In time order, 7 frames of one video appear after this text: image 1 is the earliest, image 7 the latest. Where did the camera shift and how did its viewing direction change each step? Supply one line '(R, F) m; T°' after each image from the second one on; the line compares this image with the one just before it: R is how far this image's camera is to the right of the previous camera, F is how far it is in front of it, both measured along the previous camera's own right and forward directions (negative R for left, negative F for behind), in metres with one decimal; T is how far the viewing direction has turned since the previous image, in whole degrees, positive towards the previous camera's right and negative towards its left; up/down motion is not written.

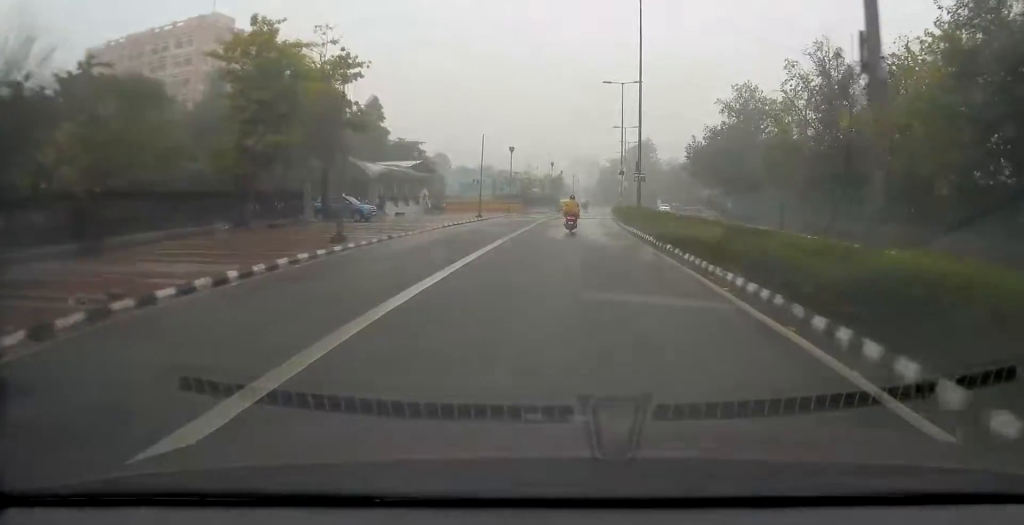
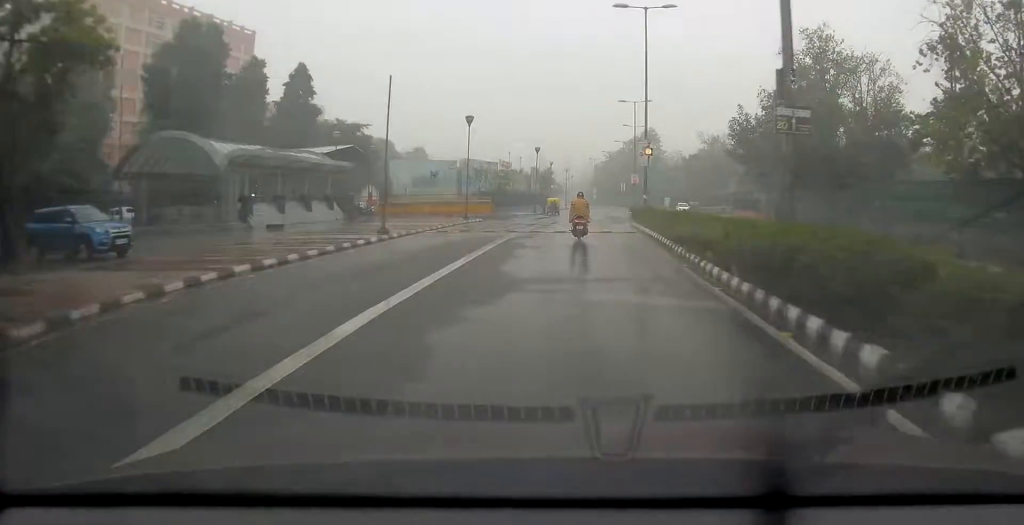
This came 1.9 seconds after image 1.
(+0.4, +23.6) m; +2°
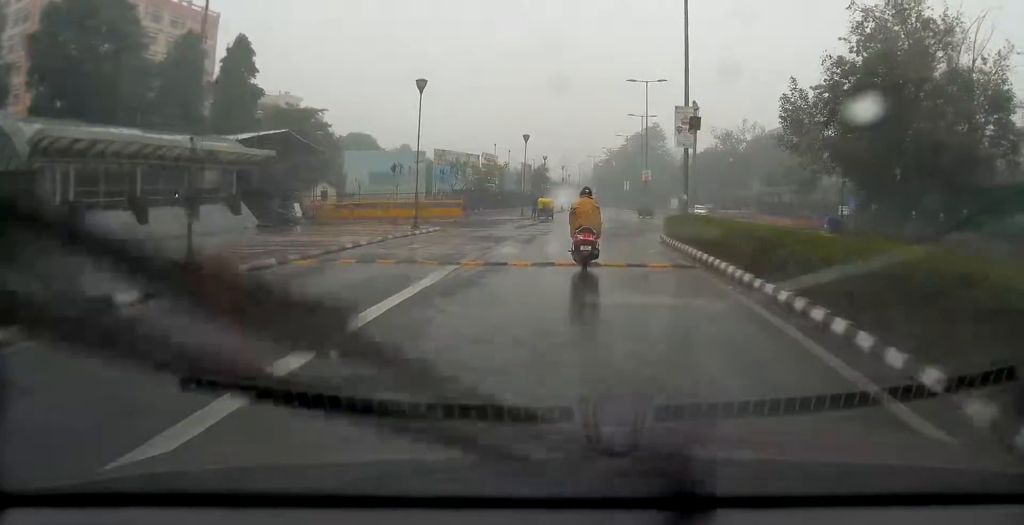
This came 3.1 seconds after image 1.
(-0.2, +13.5) m; 0°
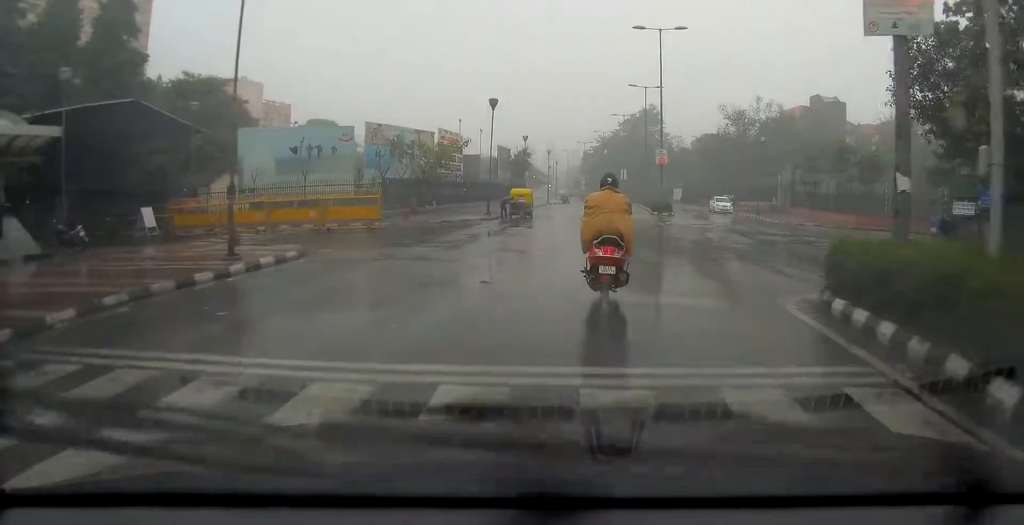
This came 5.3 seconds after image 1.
(+0.4, +20.6) m; 0°
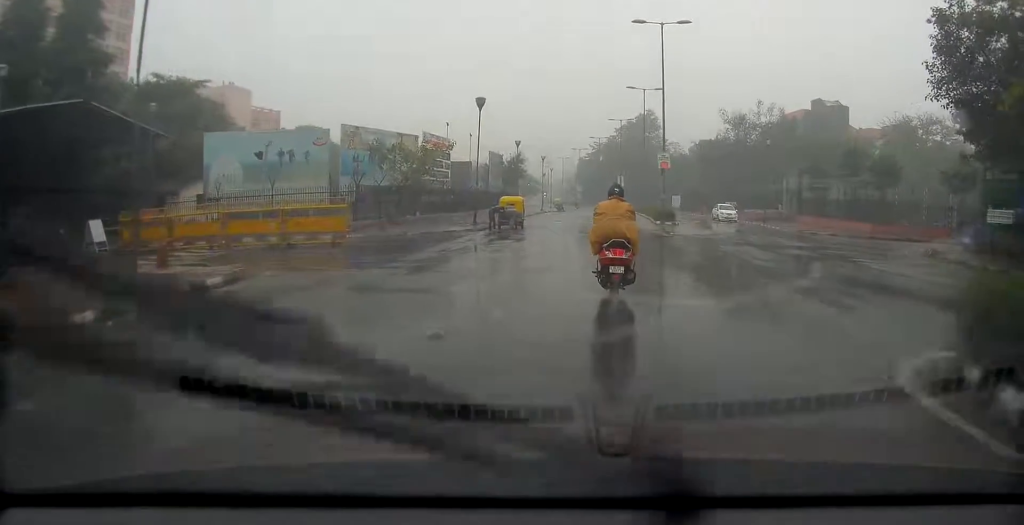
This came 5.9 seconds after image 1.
(-0.1, +4.3) m; +1°
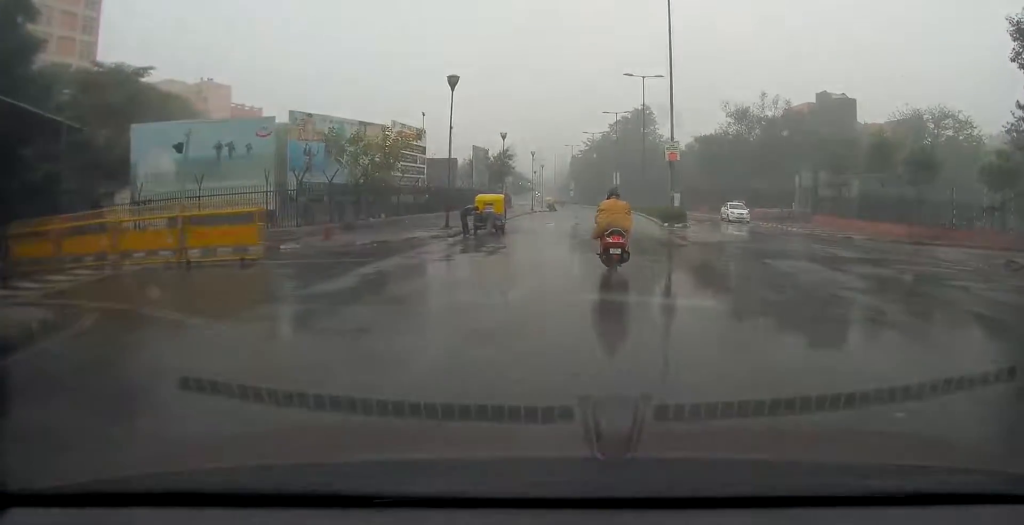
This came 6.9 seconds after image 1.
(+0.1, +6.5) m; +3°
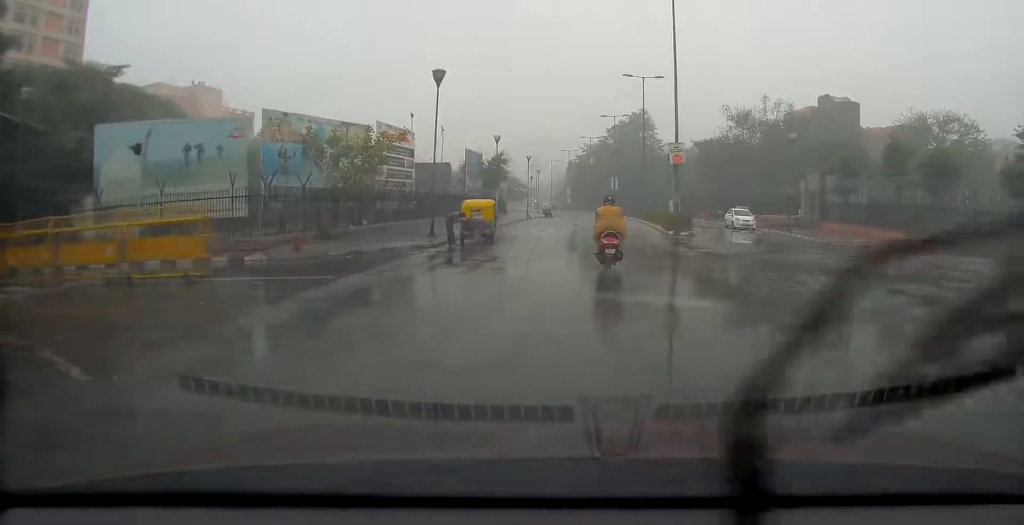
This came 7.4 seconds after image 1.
(+0.1, +2.3) m; +2°
